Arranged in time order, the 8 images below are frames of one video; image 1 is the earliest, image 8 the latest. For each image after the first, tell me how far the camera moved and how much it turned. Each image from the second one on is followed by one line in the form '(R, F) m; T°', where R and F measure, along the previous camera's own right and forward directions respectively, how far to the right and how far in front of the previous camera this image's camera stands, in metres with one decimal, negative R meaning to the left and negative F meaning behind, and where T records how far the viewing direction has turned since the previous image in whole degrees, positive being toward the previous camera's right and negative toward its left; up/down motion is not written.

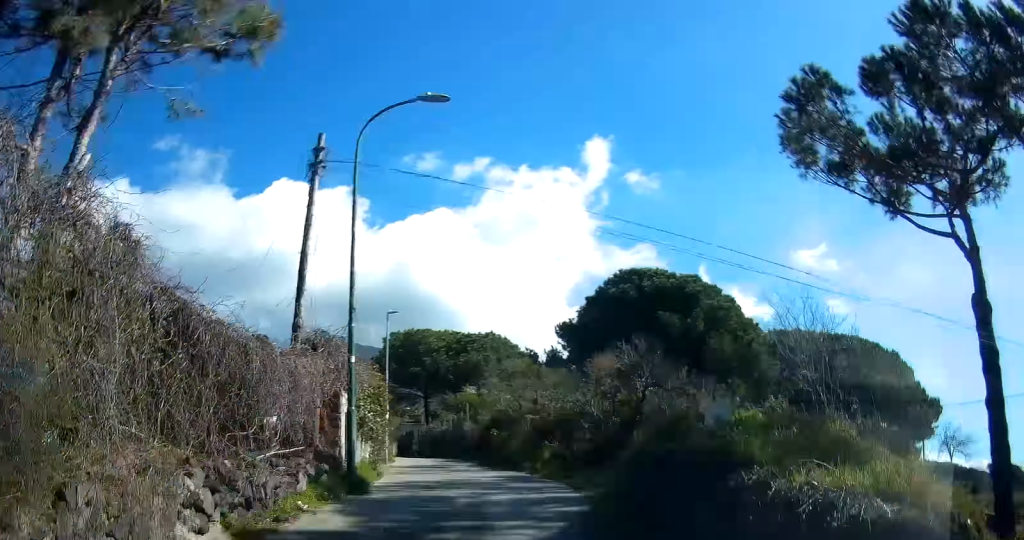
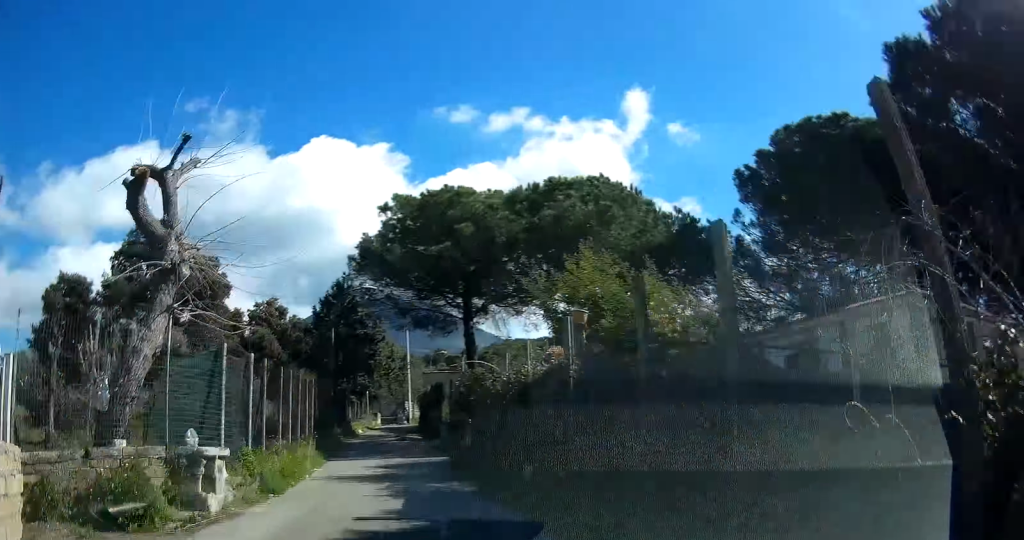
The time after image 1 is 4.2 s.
(-4.5, +30.5) m; -9°
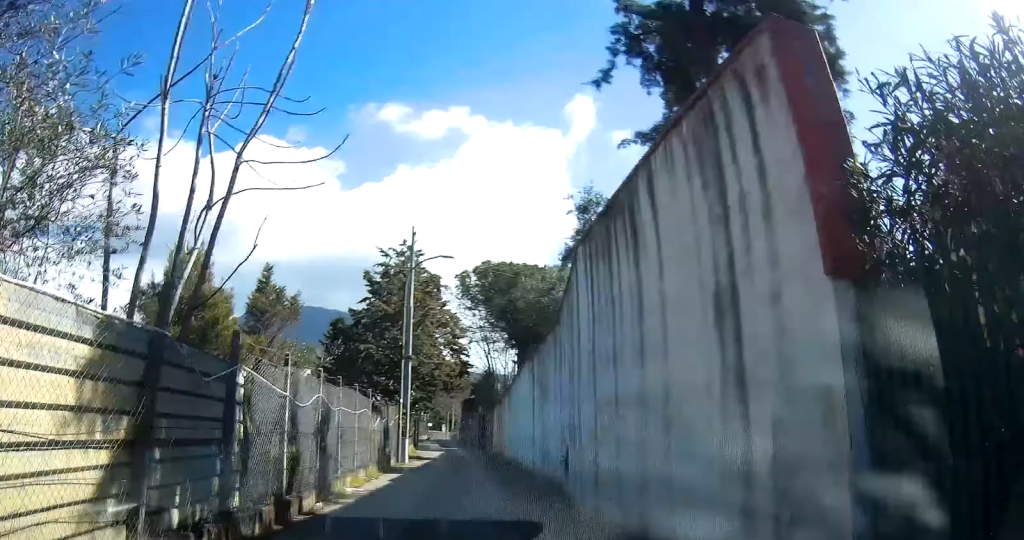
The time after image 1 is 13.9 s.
(+3.6, +76.8) m; +8°
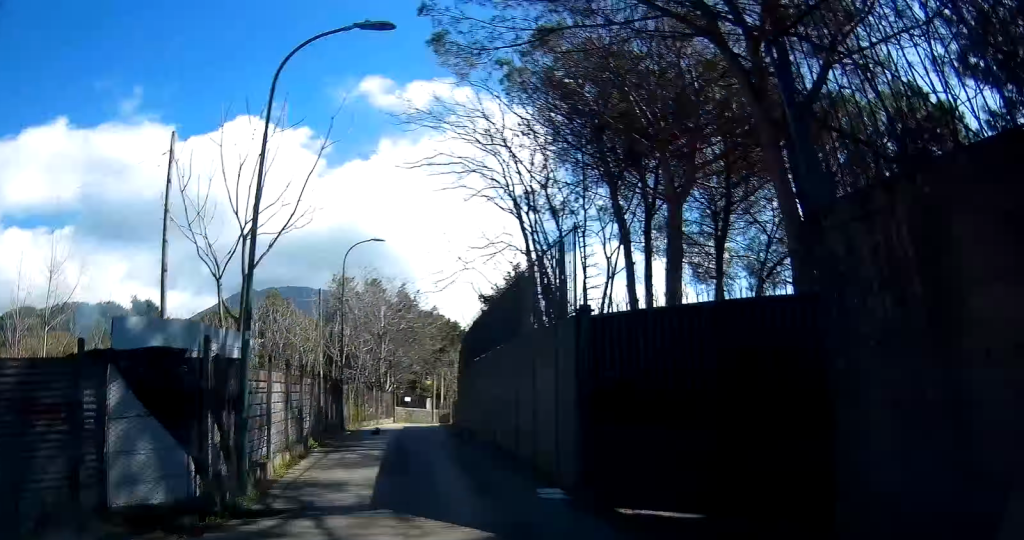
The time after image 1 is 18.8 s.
(+1.4, +41.7) m; +1°
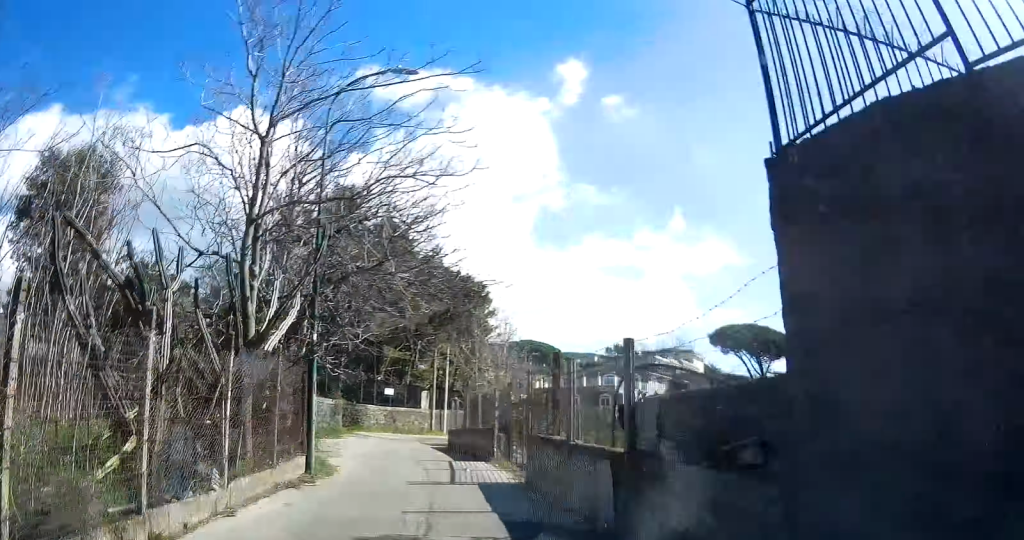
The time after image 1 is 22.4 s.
(-0.3, +31.2) m; +4°
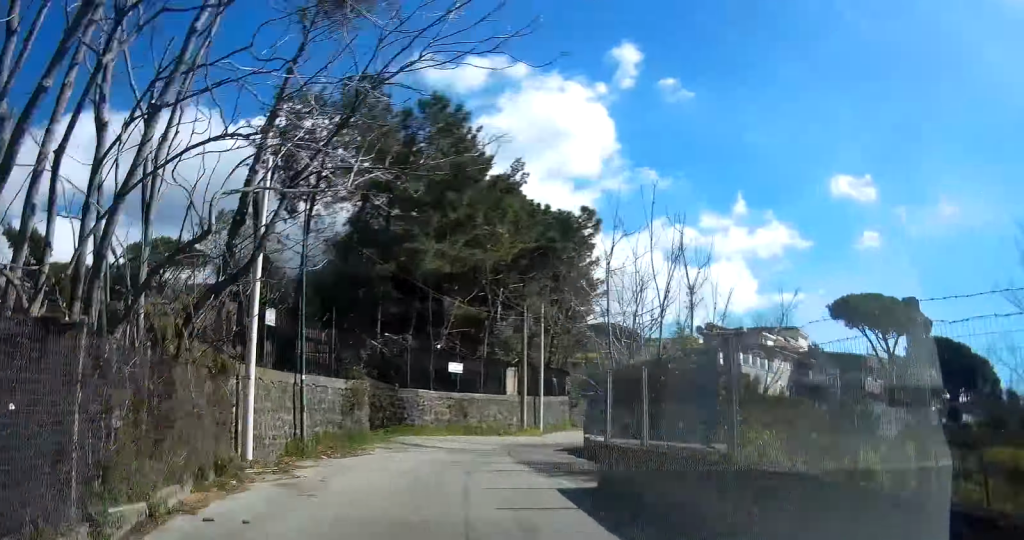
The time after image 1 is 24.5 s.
(-1.6, +19.2) m; +7°
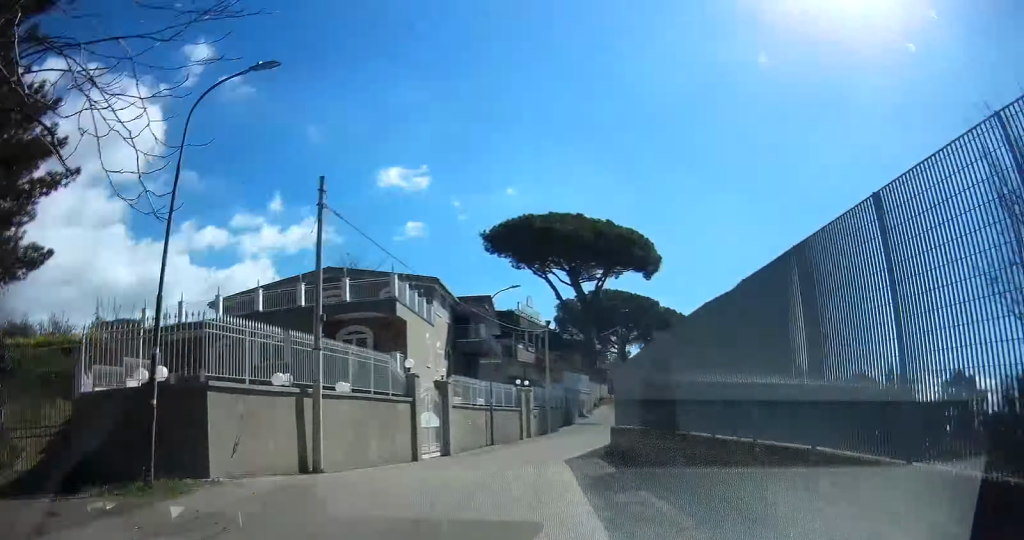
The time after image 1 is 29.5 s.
(+8.9, +41.3) m; +26°
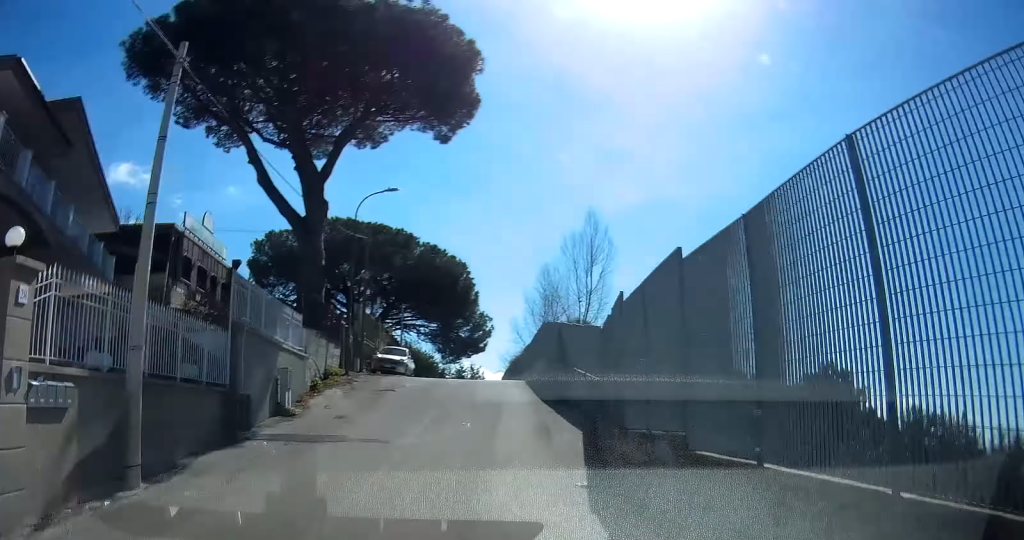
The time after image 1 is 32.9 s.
(+5.1, +27.2) m; +13°
